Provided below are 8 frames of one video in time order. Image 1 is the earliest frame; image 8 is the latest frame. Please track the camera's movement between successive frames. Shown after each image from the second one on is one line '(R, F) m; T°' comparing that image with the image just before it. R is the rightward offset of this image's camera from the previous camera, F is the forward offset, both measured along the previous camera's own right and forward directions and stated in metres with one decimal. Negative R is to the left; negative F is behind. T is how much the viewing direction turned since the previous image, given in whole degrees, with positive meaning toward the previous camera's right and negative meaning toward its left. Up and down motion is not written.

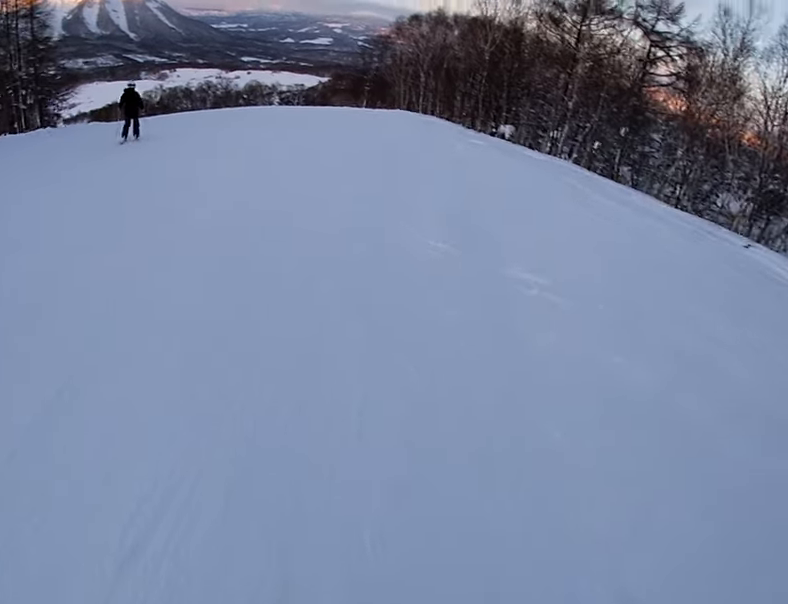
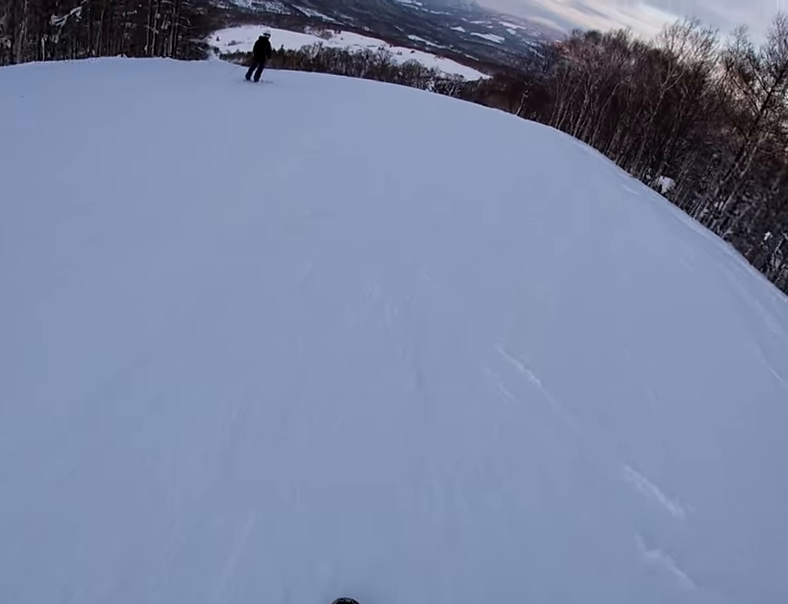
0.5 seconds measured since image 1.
(+0.3, +2.3) m; -9°
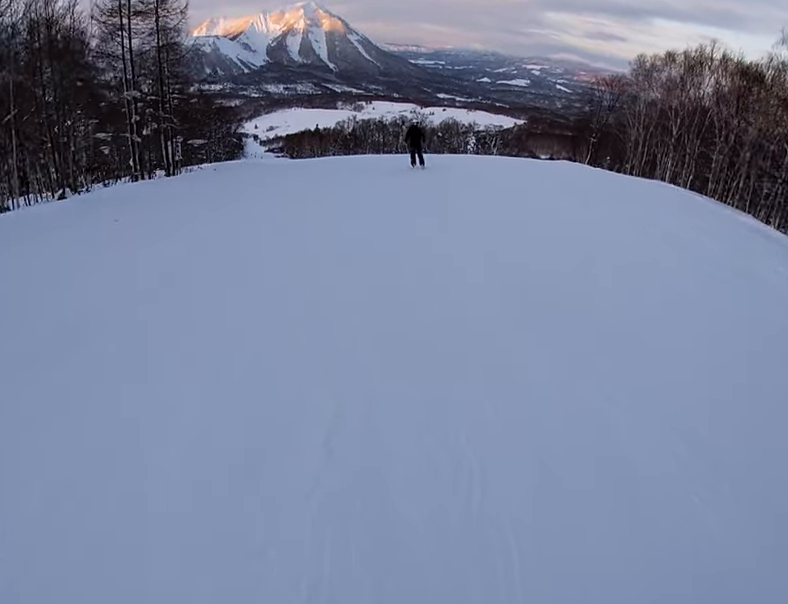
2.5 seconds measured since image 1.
(-2.4, +8.8) m; -15°
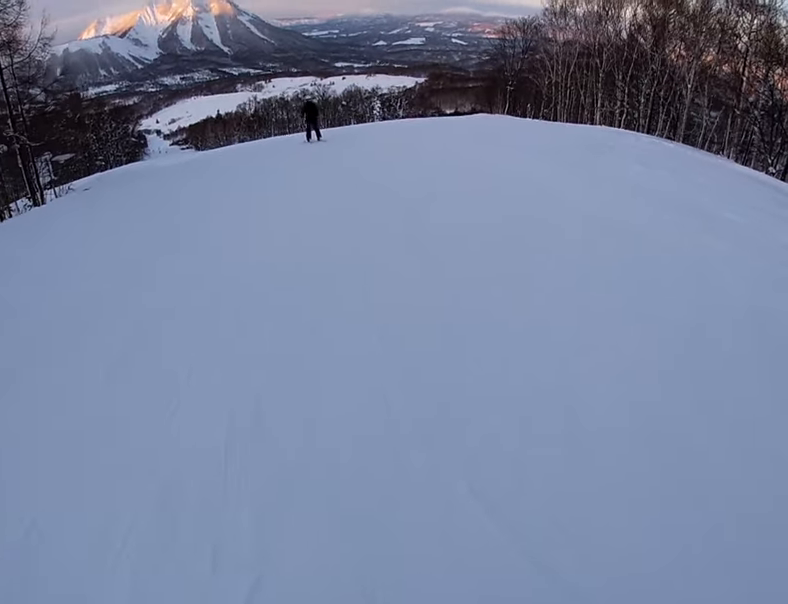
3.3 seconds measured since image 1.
(0.0, +3.9) m; +11°
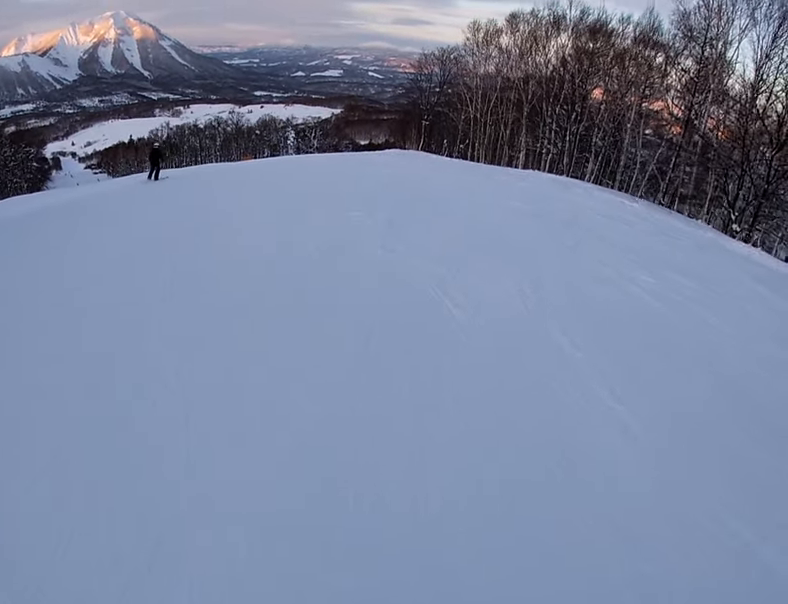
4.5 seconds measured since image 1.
(+1.1, +4.7) m; +19°
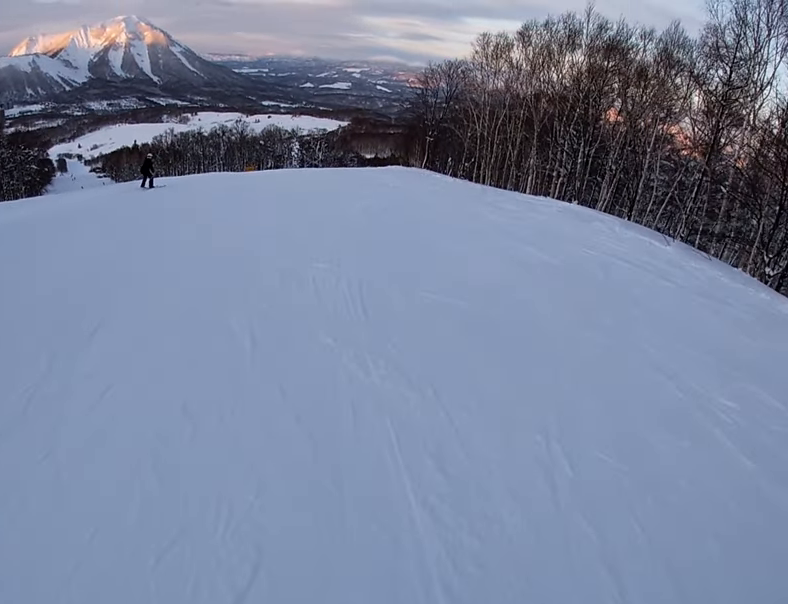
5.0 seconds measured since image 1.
(+0.1, +2.4) m; -1°
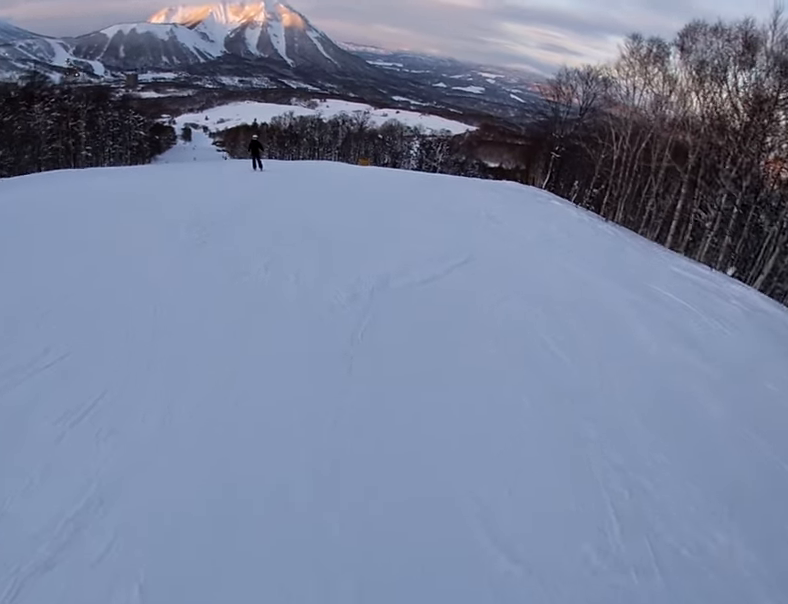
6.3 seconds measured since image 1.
(-0.4, +6.2) m; -15°
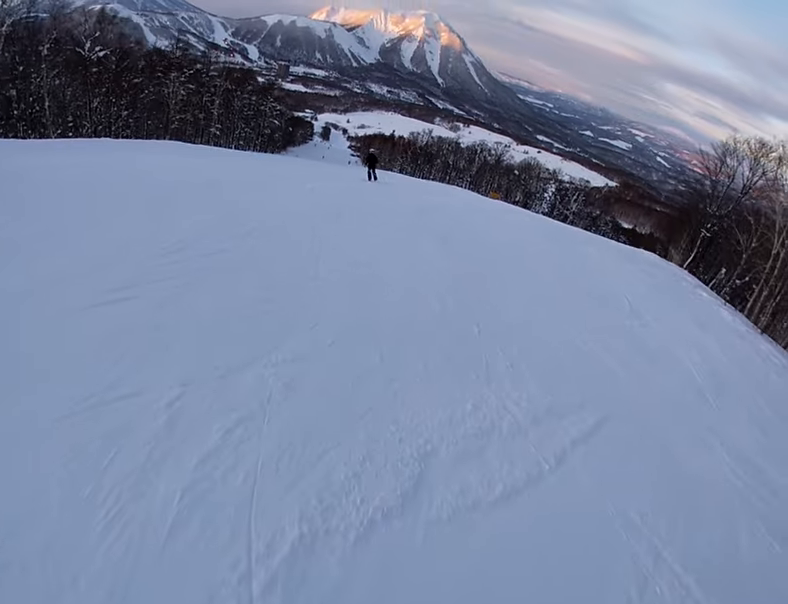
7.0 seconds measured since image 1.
(-0.4, +3.2) m; -13°
